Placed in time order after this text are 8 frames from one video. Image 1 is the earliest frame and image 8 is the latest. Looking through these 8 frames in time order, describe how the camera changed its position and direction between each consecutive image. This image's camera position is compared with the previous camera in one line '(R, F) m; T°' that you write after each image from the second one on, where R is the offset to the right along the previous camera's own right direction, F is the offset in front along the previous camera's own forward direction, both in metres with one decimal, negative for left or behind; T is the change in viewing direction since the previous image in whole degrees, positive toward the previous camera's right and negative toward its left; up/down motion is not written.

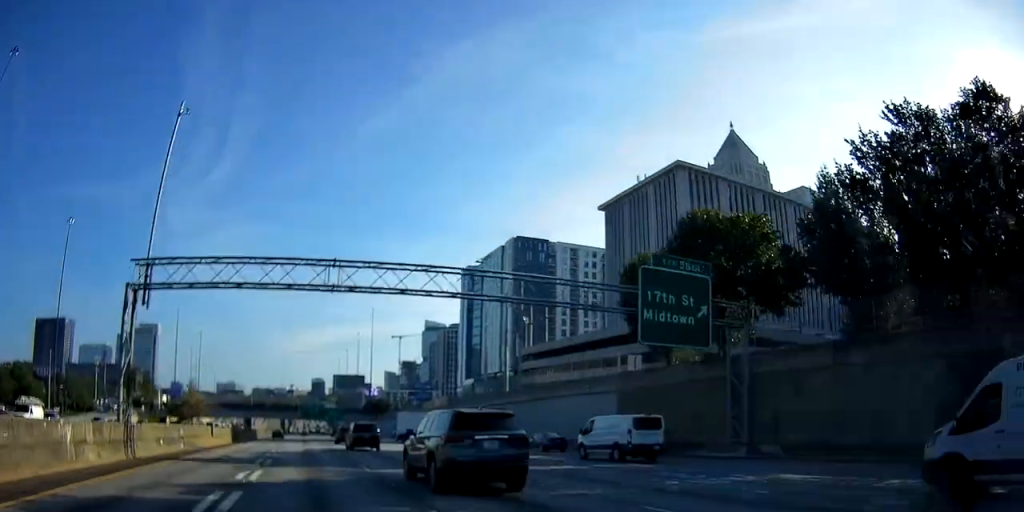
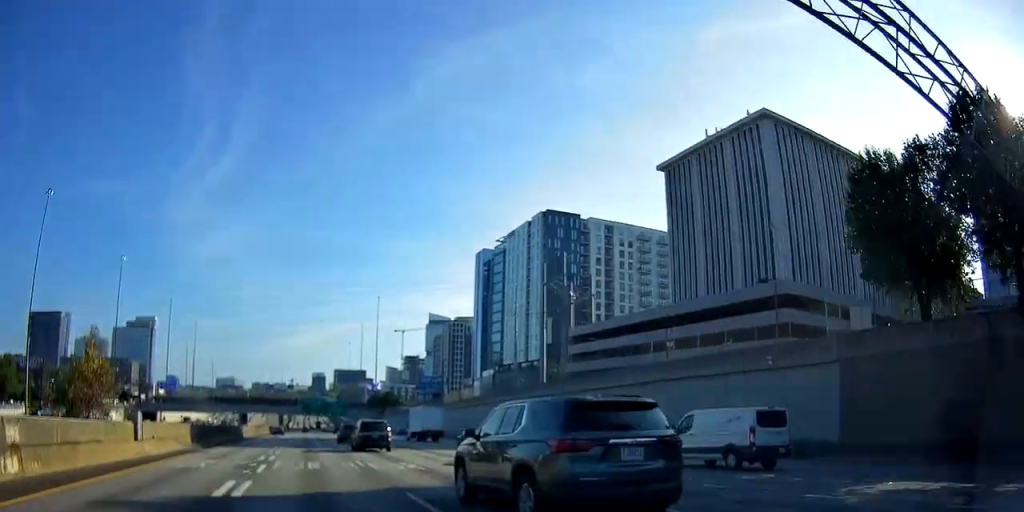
(+0.4, +22.6) m; 0°
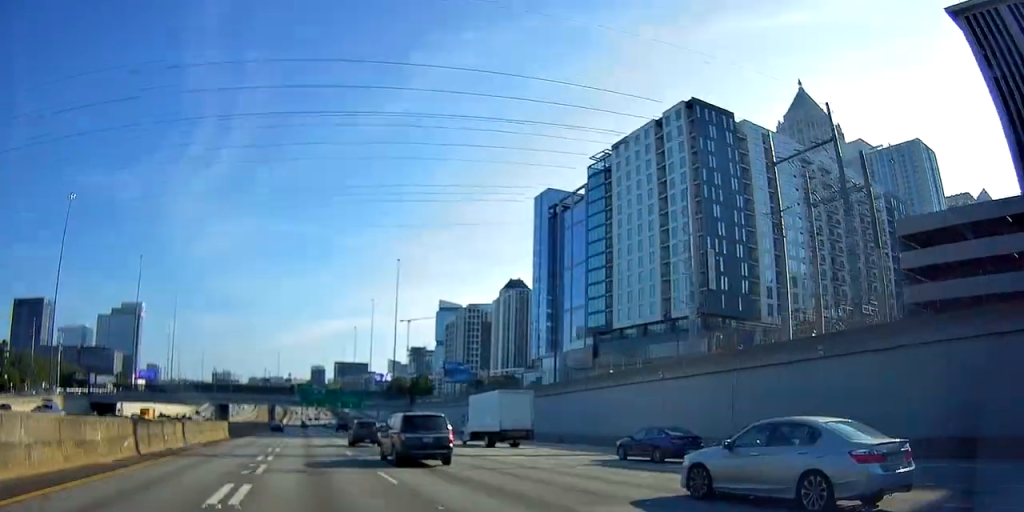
(-1.5, +68.5) m; -1°
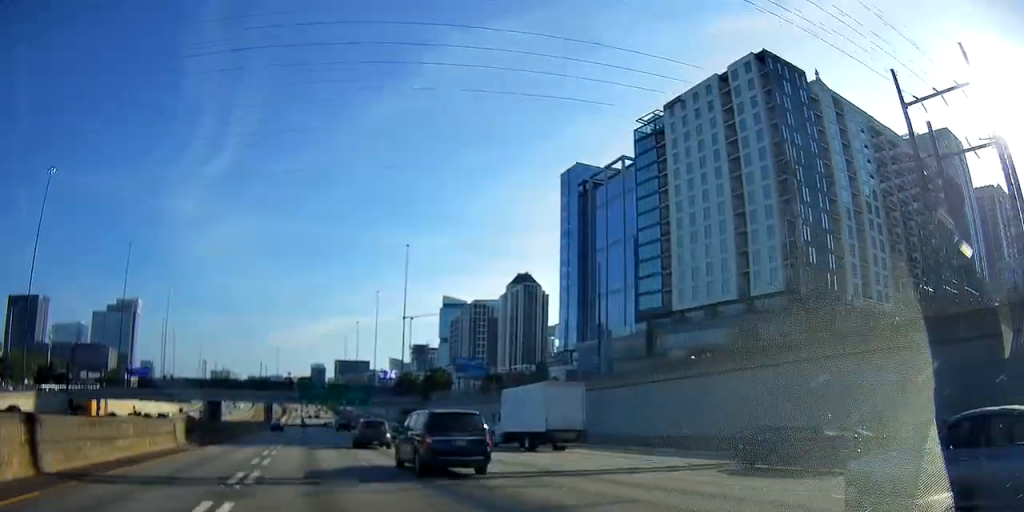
(+0.6, +21.6) m; 0°
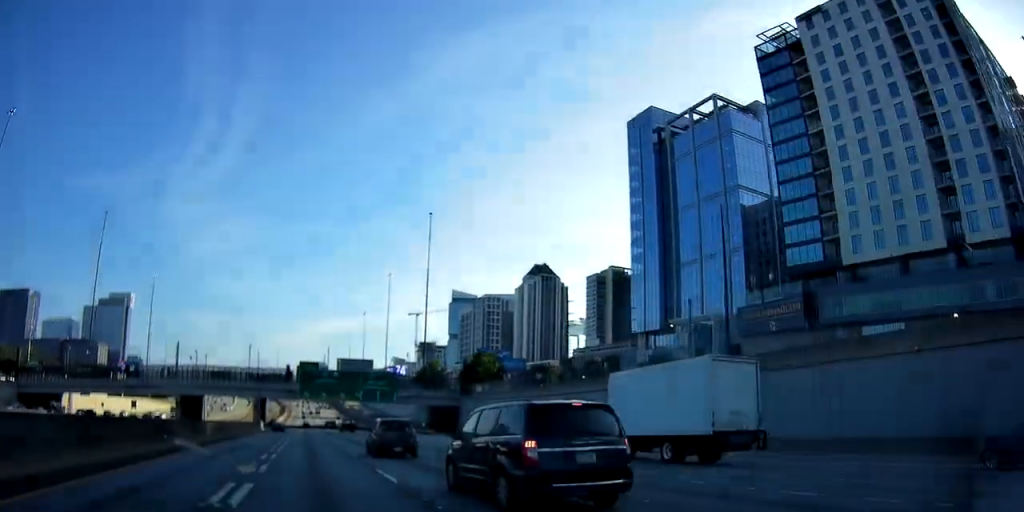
(-0.9, +39.9) m; -1°
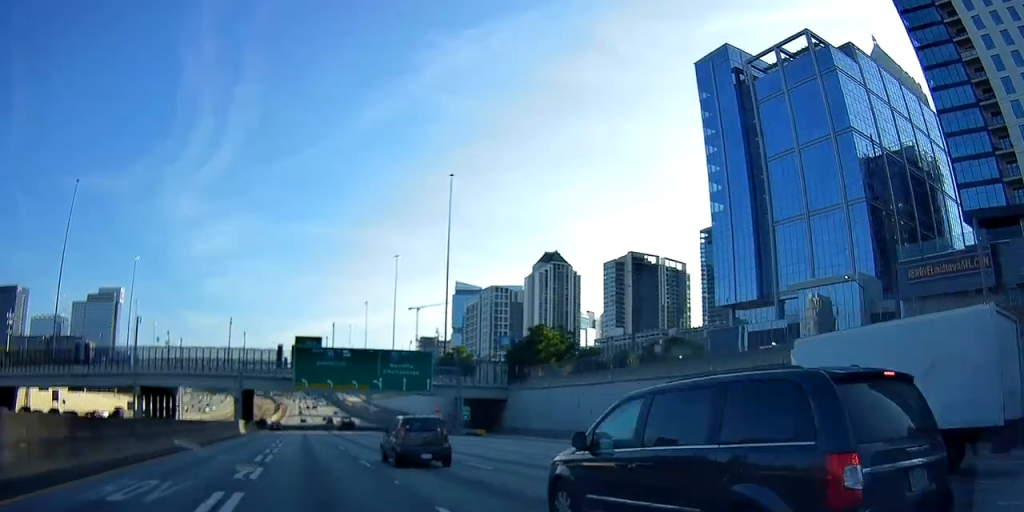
(+0.1, +32.4) m; +1°
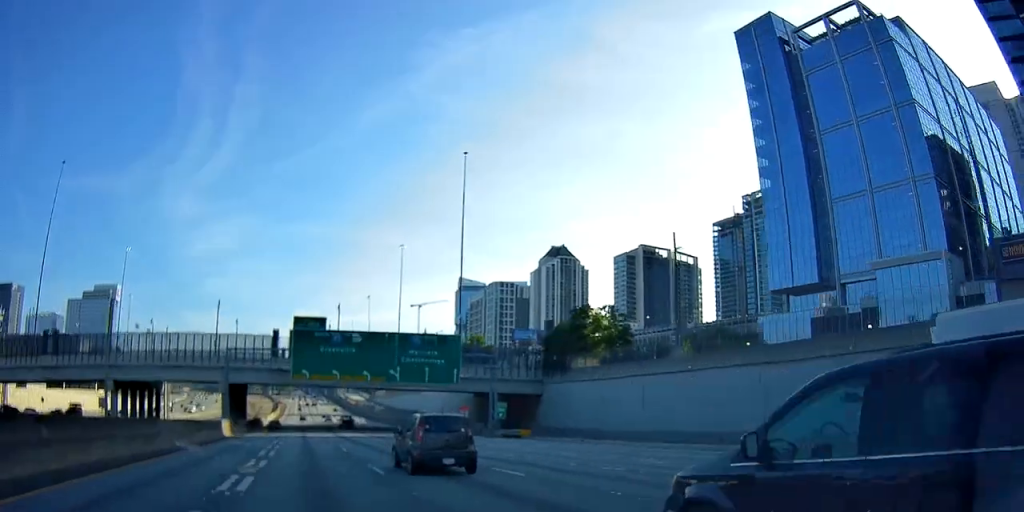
(+0.4, +15.1) m; 0°
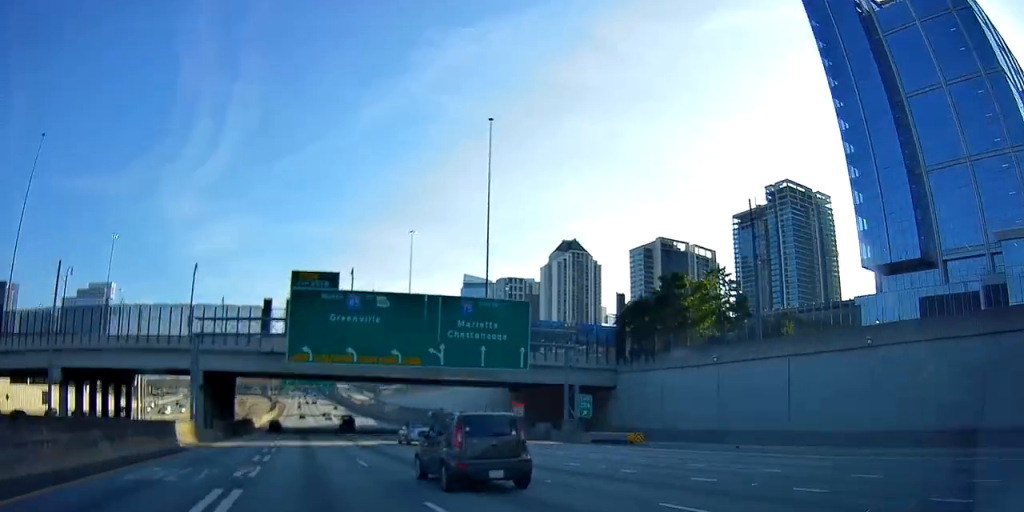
(+0.2, +21.5) m; 0°
